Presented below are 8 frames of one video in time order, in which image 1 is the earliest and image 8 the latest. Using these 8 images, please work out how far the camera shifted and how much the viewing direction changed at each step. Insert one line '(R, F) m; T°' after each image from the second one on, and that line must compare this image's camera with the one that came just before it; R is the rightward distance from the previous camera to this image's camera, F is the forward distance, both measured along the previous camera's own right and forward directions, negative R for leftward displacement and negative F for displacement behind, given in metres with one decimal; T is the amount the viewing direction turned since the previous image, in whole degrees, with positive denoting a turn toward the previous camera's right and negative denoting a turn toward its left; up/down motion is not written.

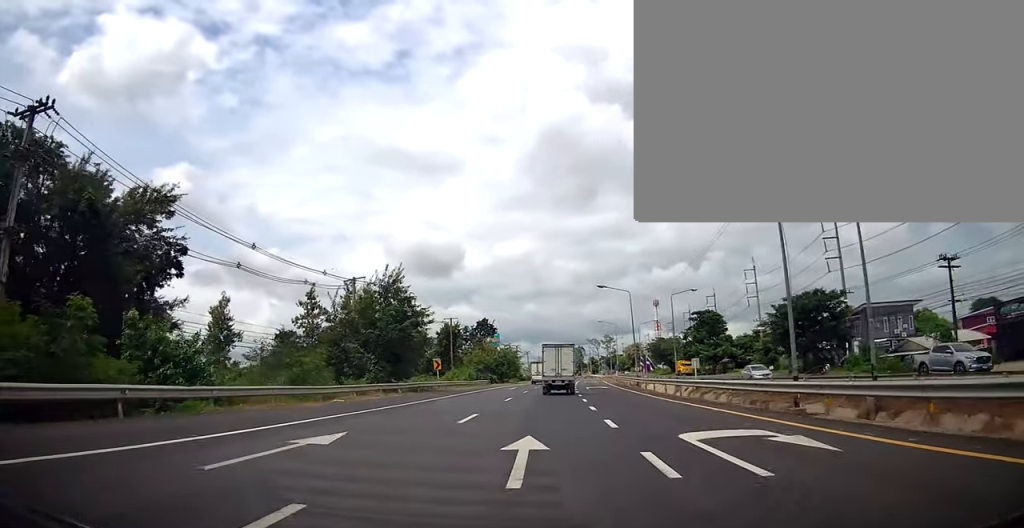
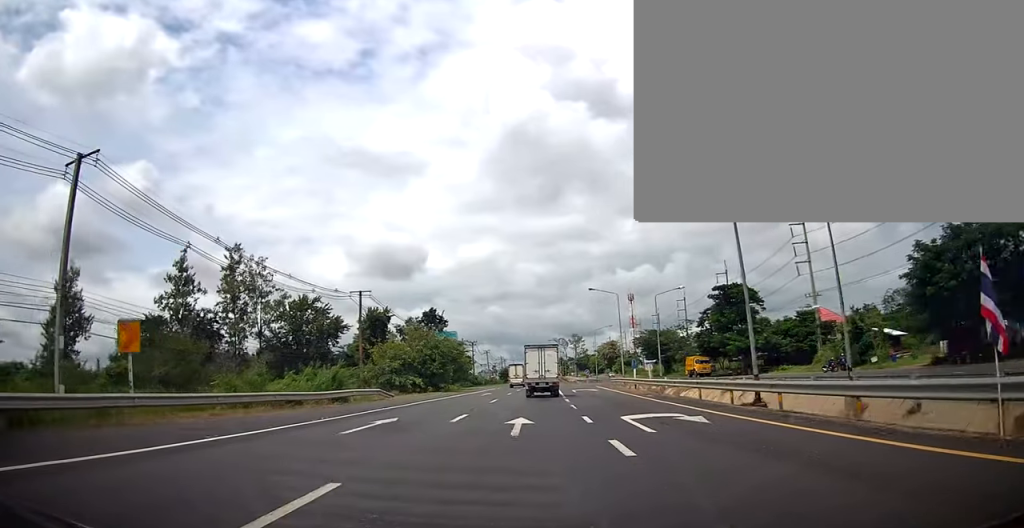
(+0.2, +34.8) m; +2°
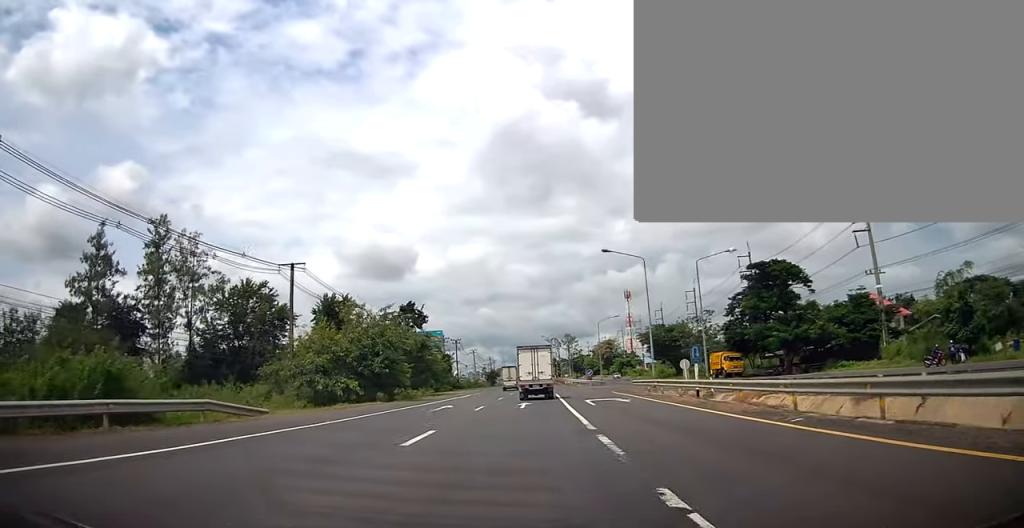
(+0.2, +16.8) m; +2°
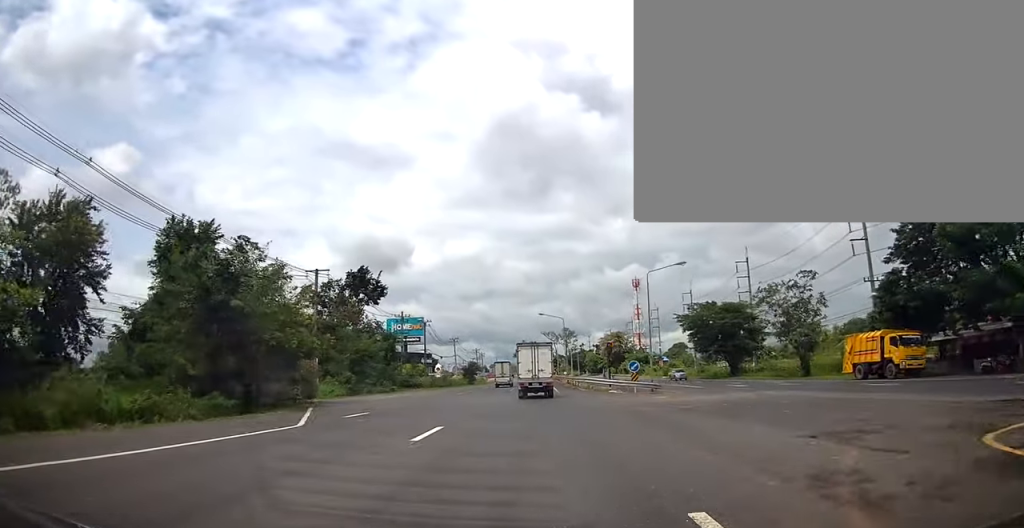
(+0.7, +34.8) m; +2°
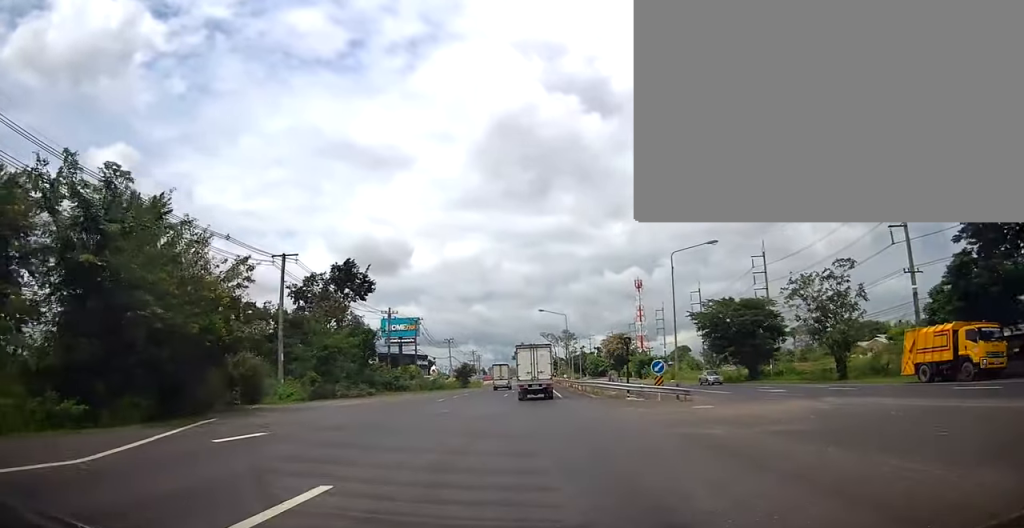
(-0.1, +7.5) m; +1°
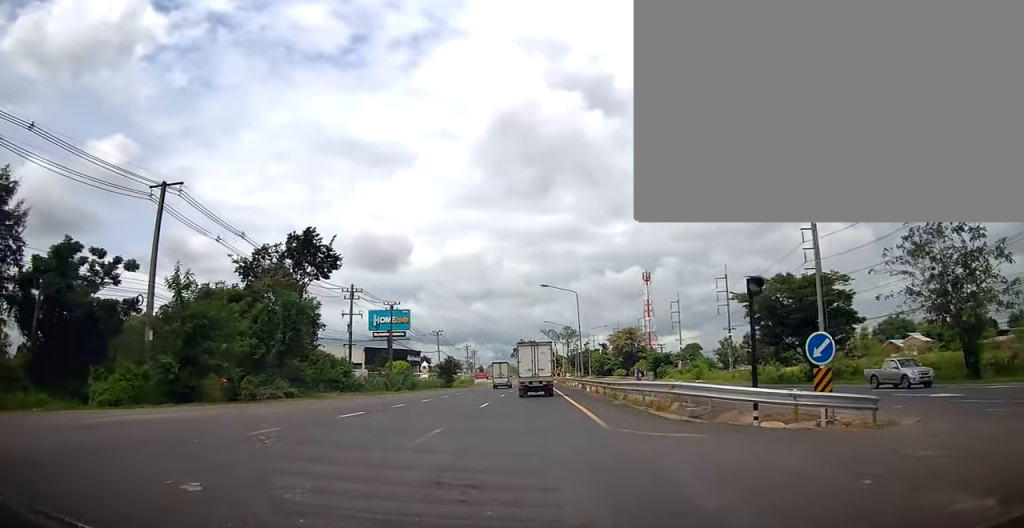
(+0.6, +17.5) m; +1°
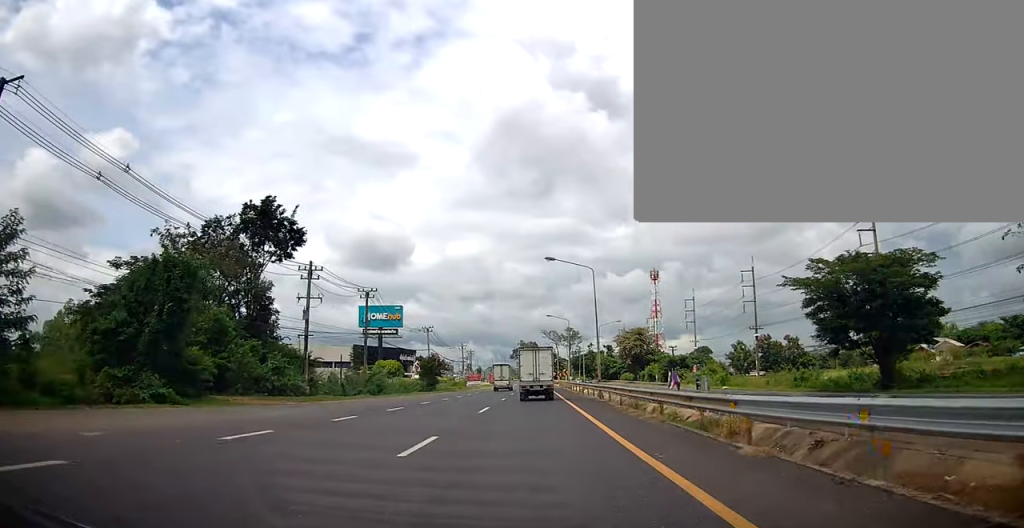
(-0.4, +13.0) m; -1°
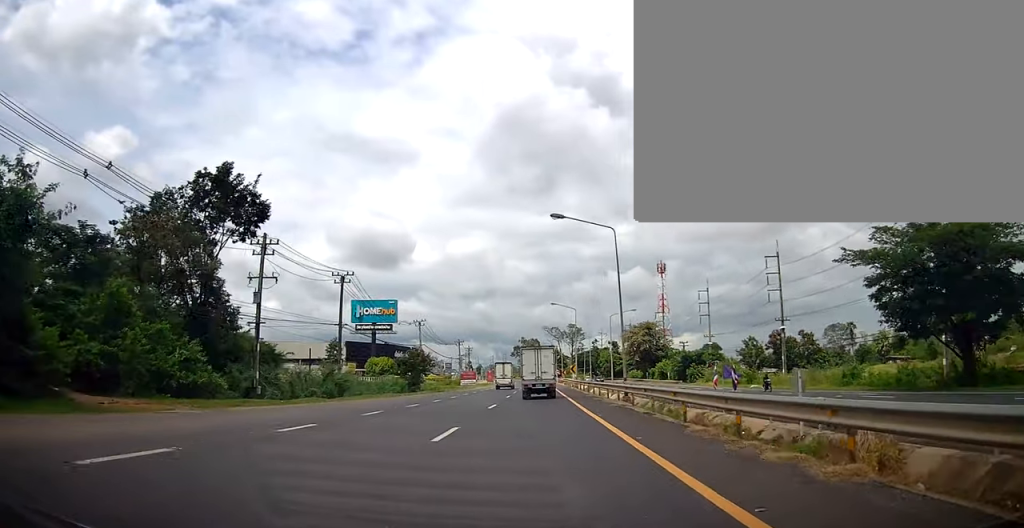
(-0.1, +10.2) m; 0°
